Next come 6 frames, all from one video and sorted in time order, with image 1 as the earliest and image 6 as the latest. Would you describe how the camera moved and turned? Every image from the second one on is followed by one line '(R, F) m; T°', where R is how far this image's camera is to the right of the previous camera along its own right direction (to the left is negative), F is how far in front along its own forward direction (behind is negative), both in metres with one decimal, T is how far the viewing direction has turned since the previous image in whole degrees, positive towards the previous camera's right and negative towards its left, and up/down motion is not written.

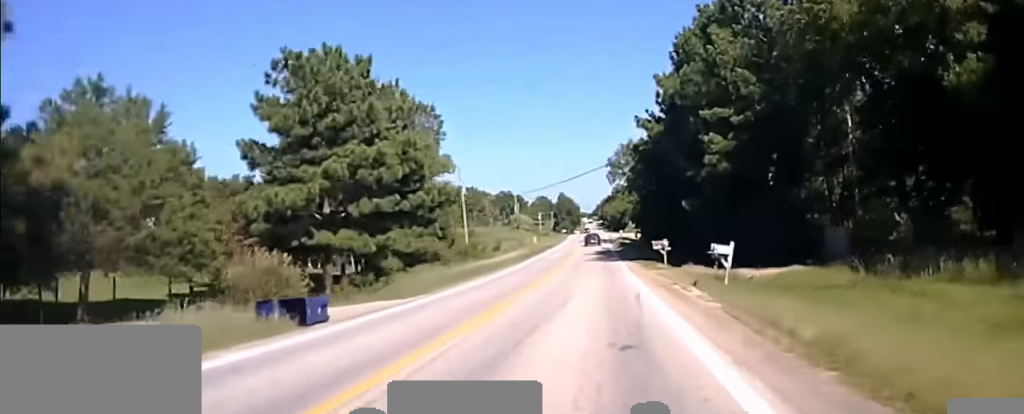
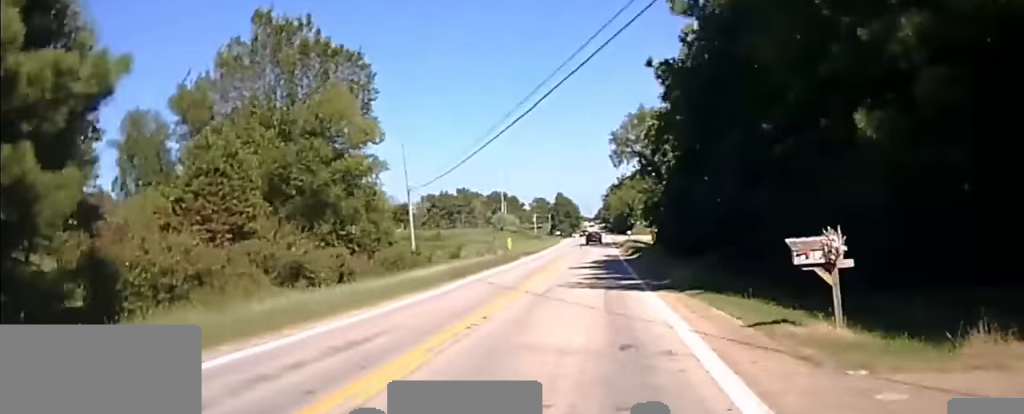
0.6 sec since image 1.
(0.0, +32.3) m; 0°
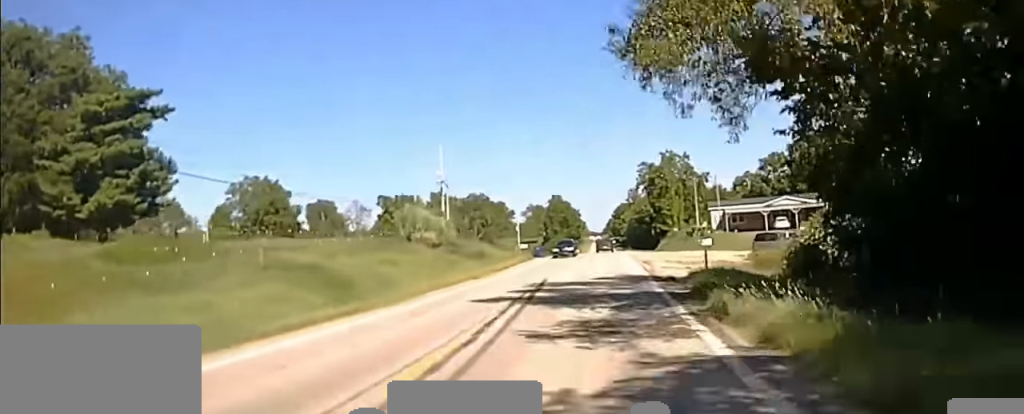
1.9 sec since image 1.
(-0.1, +76.6) m; 0°
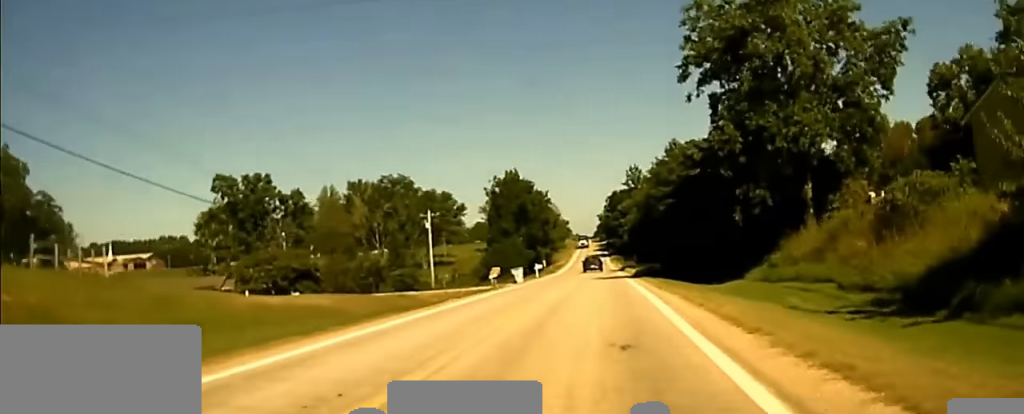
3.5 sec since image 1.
(+0.1, +98.6) m; 0°
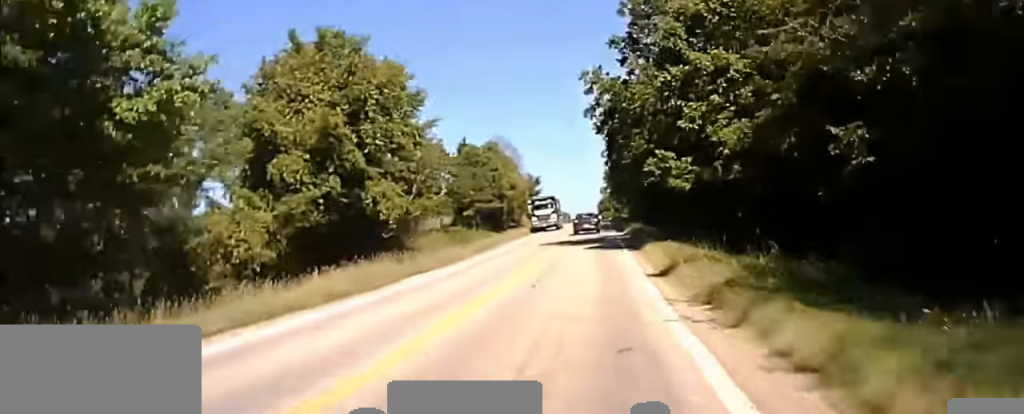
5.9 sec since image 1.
(-0.3, +119.4) m; -1°
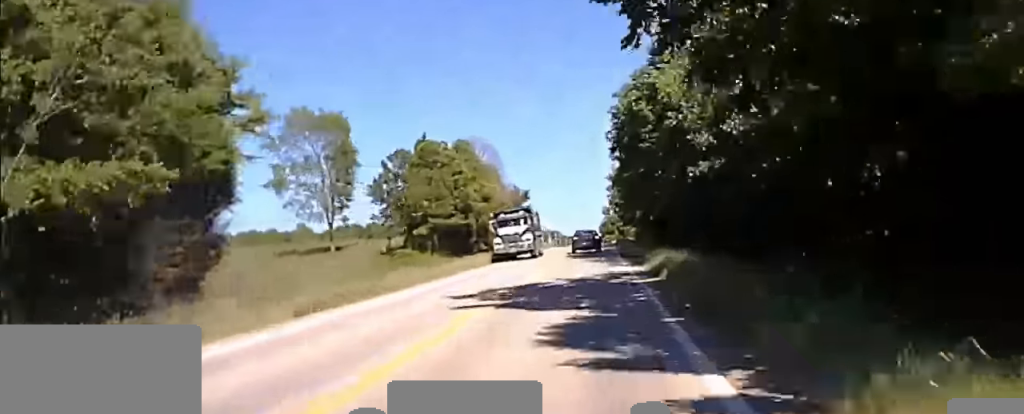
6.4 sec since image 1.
(-0.2, +26.4) m; 0°
